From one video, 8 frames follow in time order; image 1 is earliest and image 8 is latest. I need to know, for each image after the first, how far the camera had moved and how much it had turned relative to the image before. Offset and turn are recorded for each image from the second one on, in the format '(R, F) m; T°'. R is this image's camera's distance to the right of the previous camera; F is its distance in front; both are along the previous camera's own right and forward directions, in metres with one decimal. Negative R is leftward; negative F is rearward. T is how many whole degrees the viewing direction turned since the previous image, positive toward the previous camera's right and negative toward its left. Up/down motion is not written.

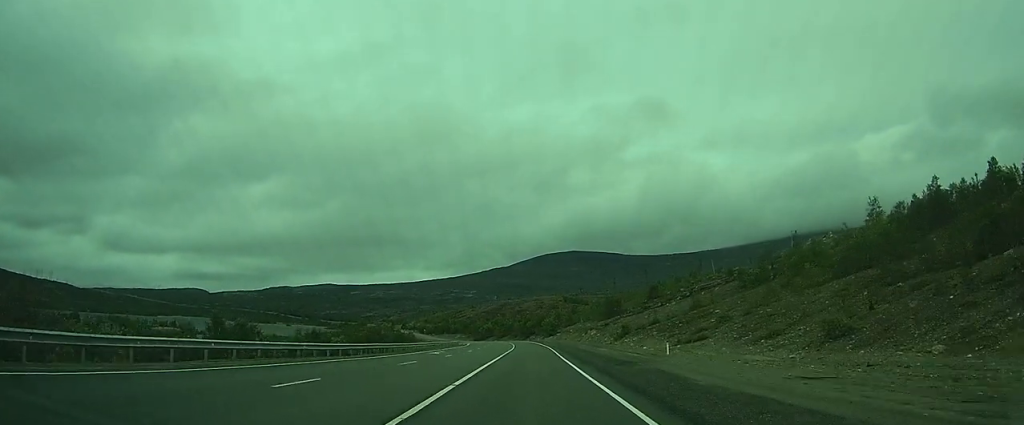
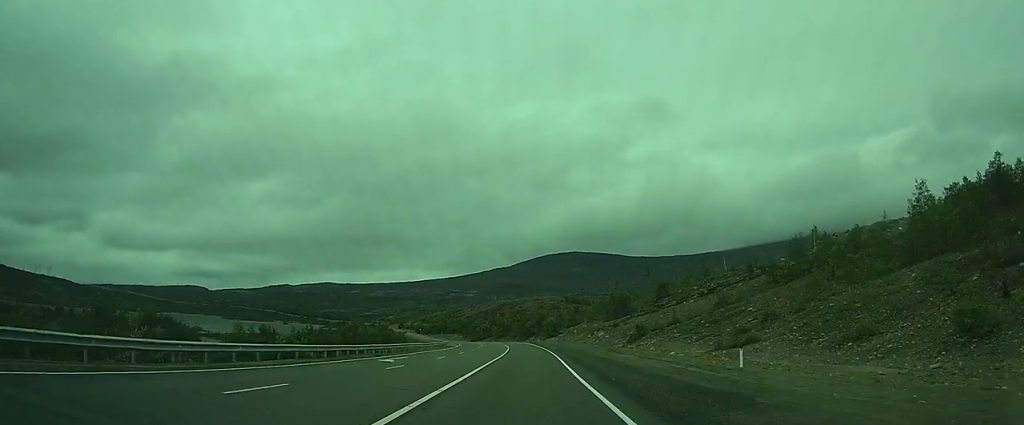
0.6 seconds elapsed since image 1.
(+0.1, +13.8) m; +1°
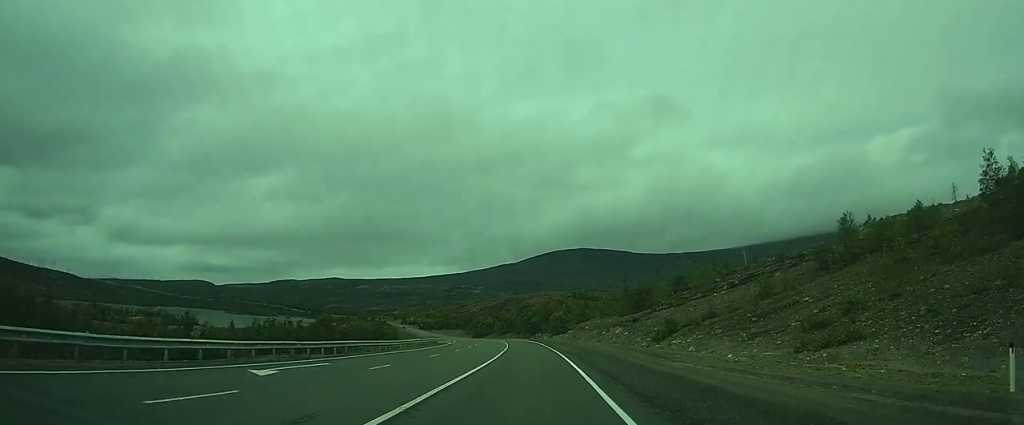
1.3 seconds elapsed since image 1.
(+0.4, +14.4) m; +1°
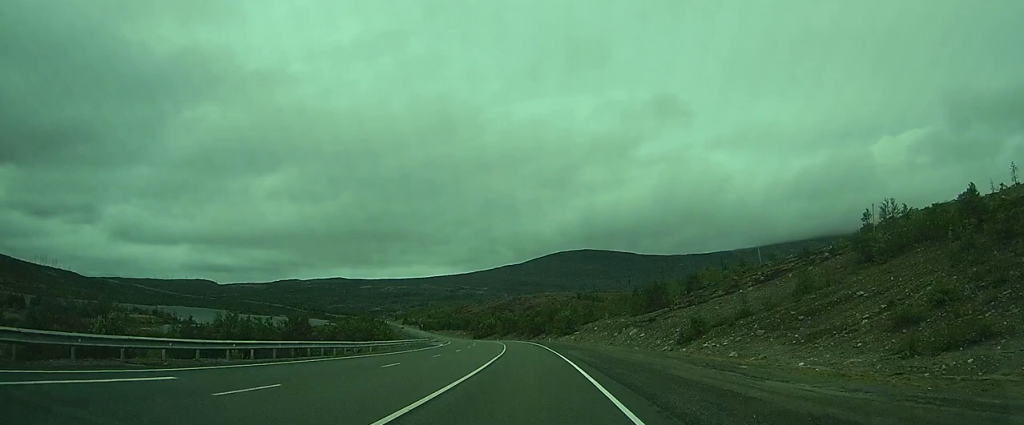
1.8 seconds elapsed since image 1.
(-0.1, +10.0) m; 0°
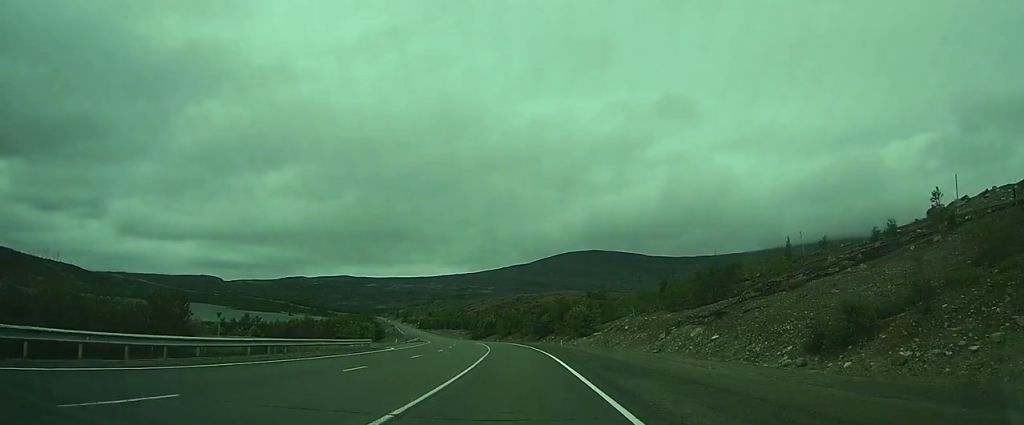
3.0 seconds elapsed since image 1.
(-0.3, +27.2) m; -2°
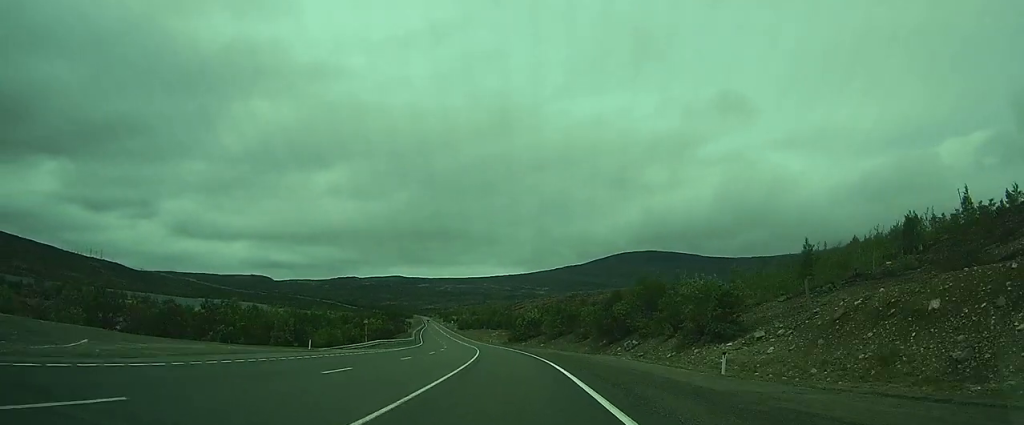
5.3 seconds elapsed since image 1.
(-0.9, +49.3) m; -2°
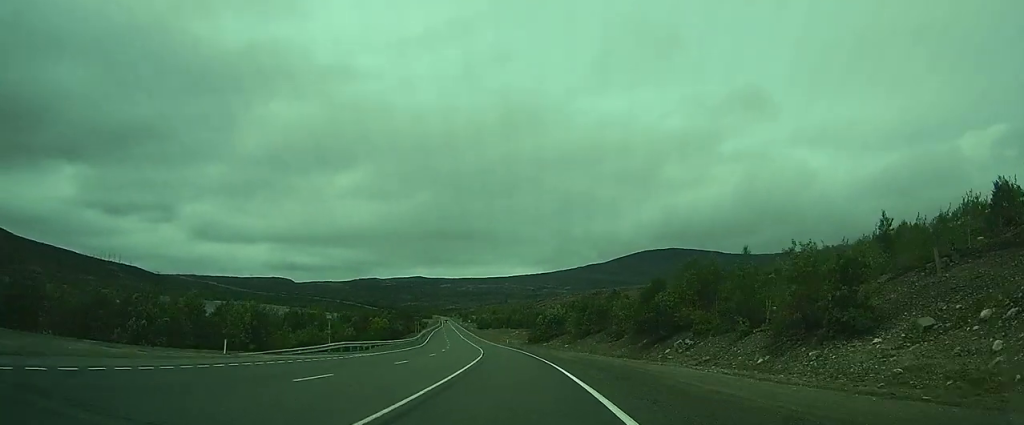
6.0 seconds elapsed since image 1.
(-0.3, +14.7) m; -1°
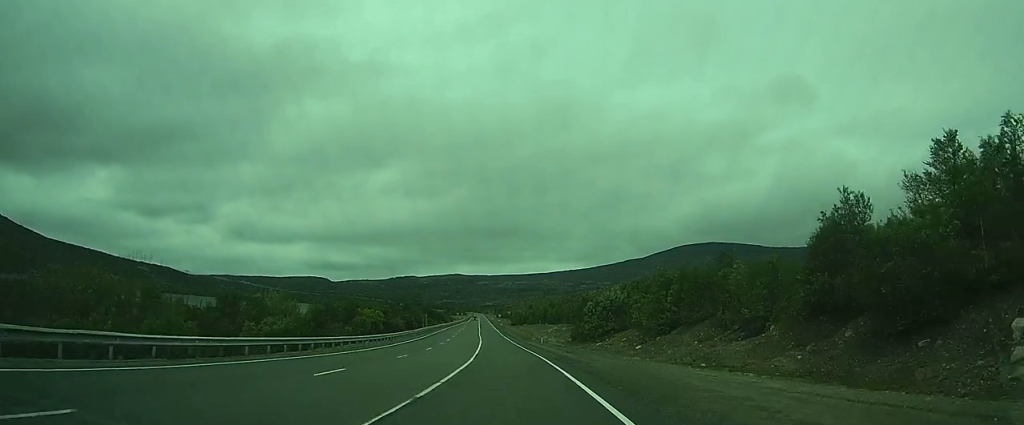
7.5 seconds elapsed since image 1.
(-0.4, +34.5) m; -2°
